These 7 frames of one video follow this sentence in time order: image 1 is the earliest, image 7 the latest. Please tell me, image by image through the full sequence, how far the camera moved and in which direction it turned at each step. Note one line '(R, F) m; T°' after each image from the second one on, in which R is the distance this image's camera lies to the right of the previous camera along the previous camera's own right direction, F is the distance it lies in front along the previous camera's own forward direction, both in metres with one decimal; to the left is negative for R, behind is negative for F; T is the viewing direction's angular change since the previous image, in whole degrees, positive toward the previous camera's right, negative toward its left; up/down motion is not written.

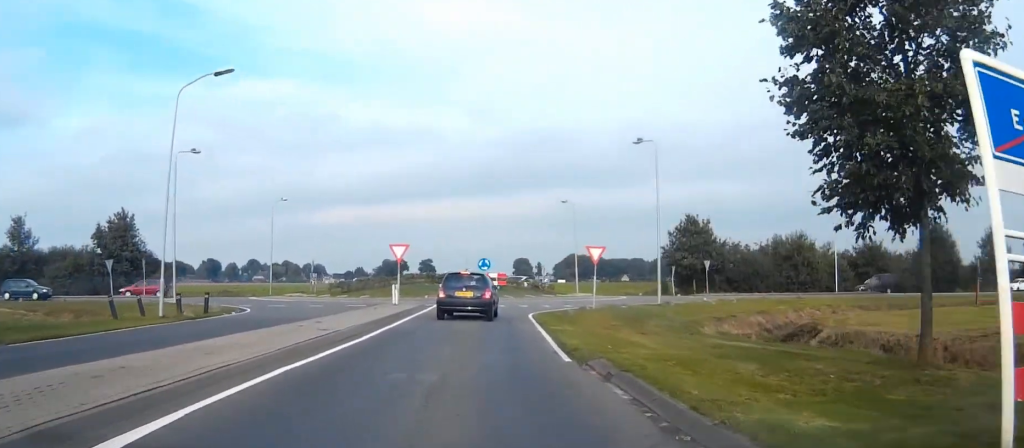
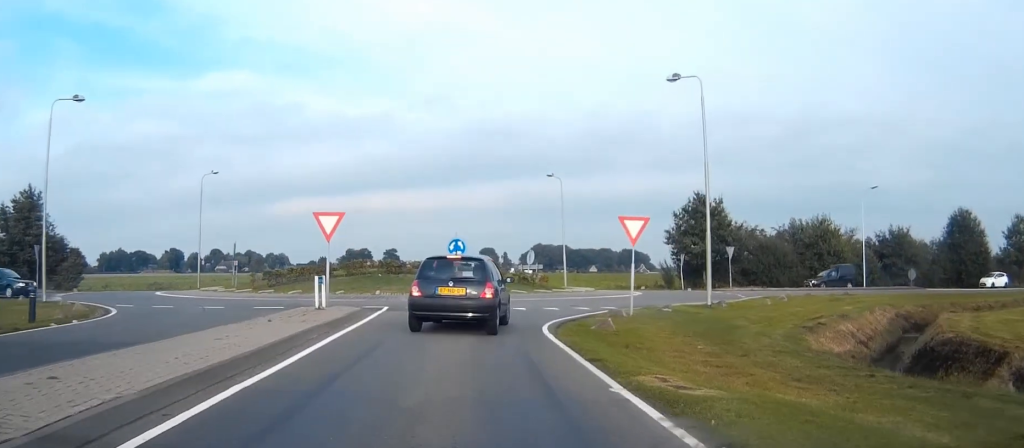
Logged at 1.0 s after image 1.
(+0.2, +10.5) m; +2°
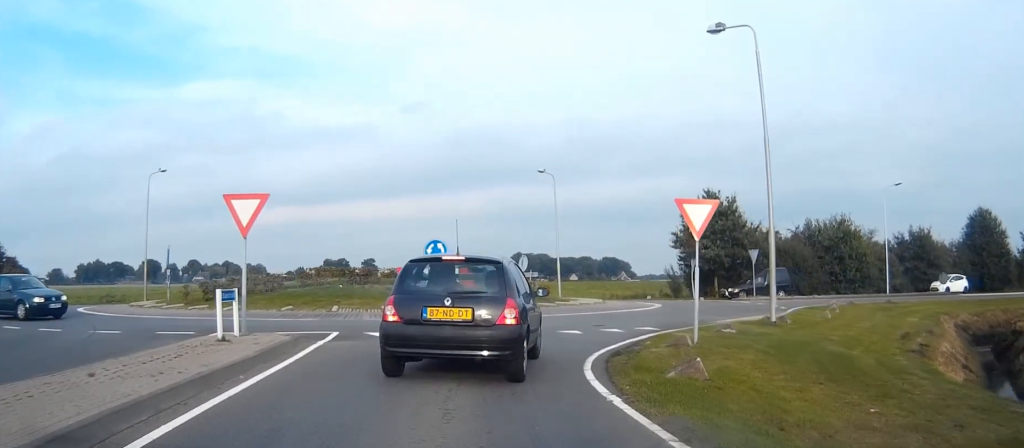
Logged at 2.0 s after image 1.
(+0.1, +7.6) m; -1°
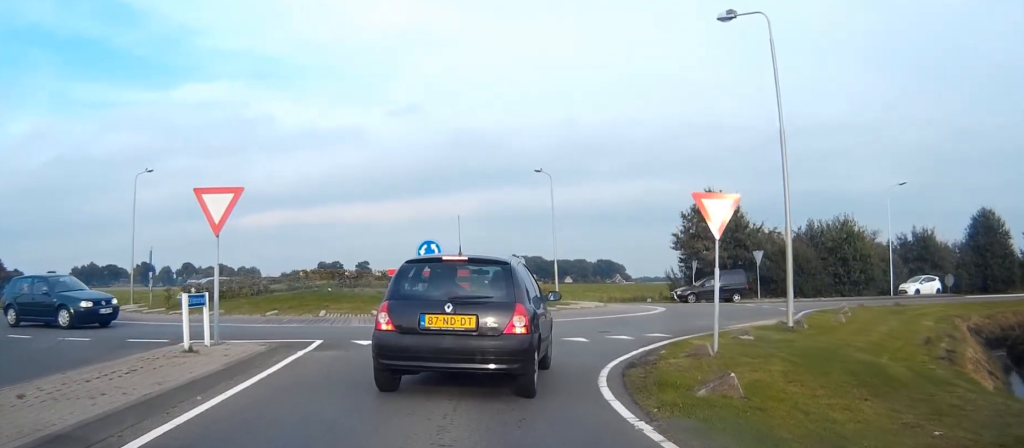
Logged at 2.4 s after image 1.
(-0.1, +1.8) m; -1°
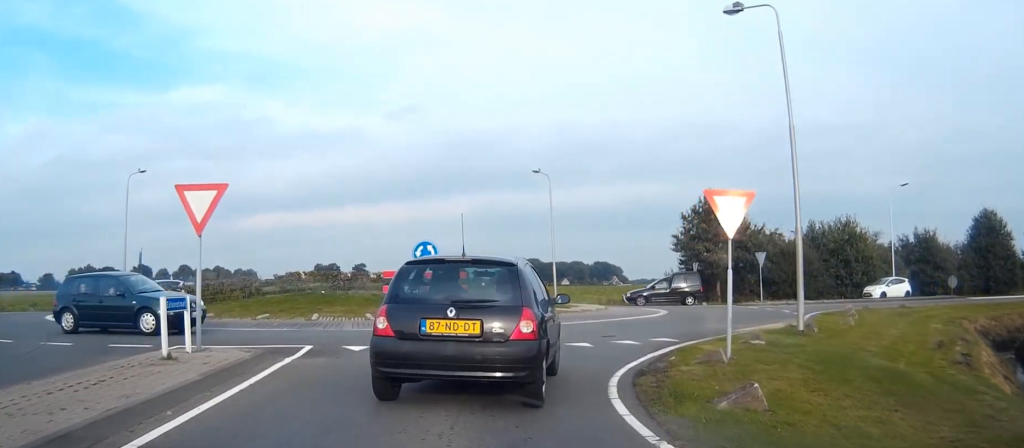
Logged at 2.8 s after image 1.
(0.0, +1.3) m; -1°
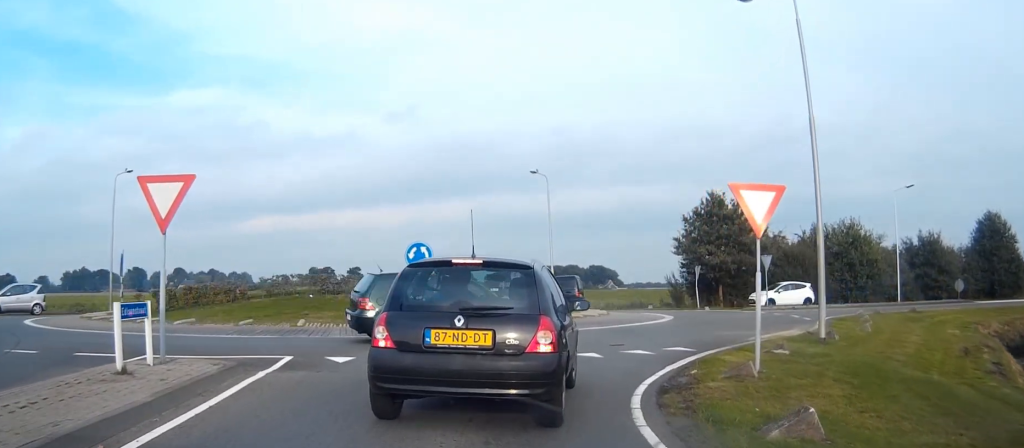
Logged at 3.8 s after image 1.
(+0.1, +1.2) m; 0°
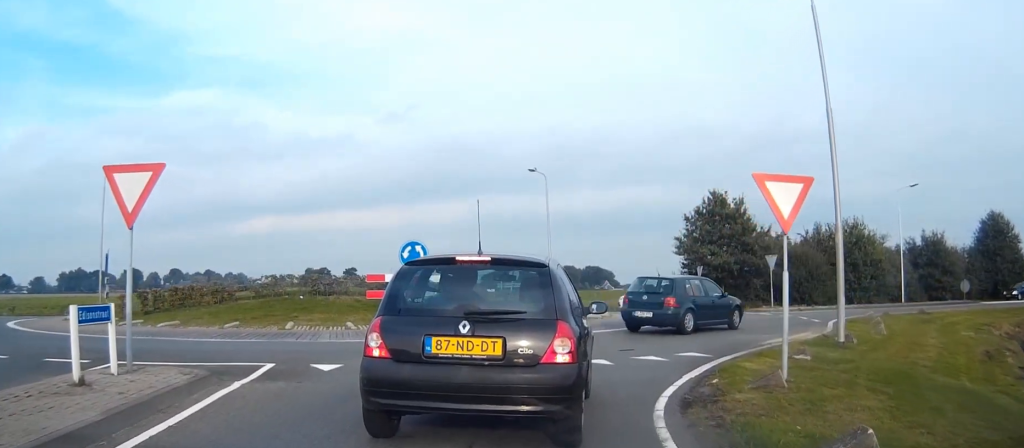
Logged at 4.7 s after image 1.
(+0.1, +0.7) m; 0°
